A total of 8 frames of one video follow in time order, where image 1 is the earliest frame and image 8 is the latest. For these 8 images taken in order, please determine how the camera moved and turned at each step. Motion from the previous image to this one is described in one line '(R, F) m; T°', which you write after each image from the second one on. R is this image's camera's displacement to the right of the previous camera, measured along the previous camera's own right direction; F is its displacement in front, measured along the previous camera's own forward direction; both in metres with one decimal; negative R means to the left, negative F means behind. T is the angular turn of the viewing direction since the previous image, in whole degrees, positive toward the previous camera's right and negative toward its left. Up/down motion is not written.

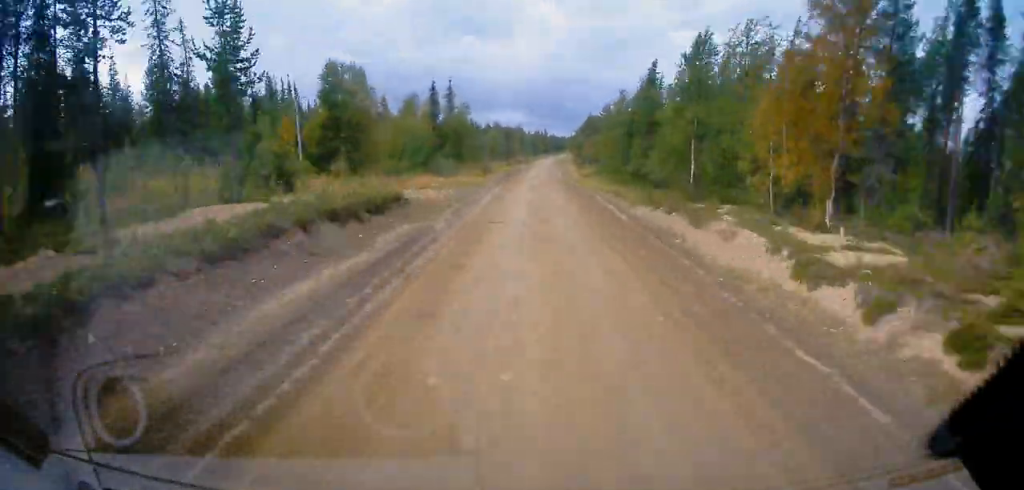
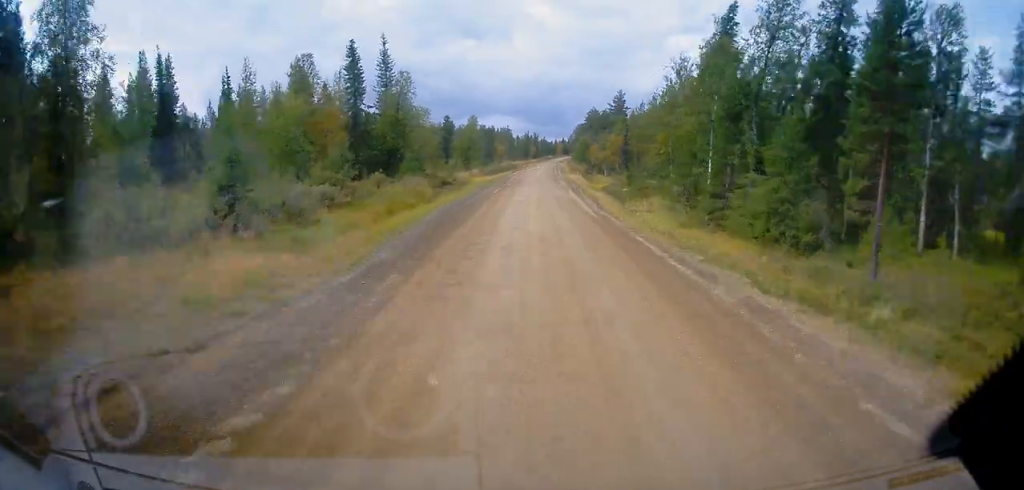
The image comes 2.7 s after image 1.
(+0.7, +33.4) m; +2°
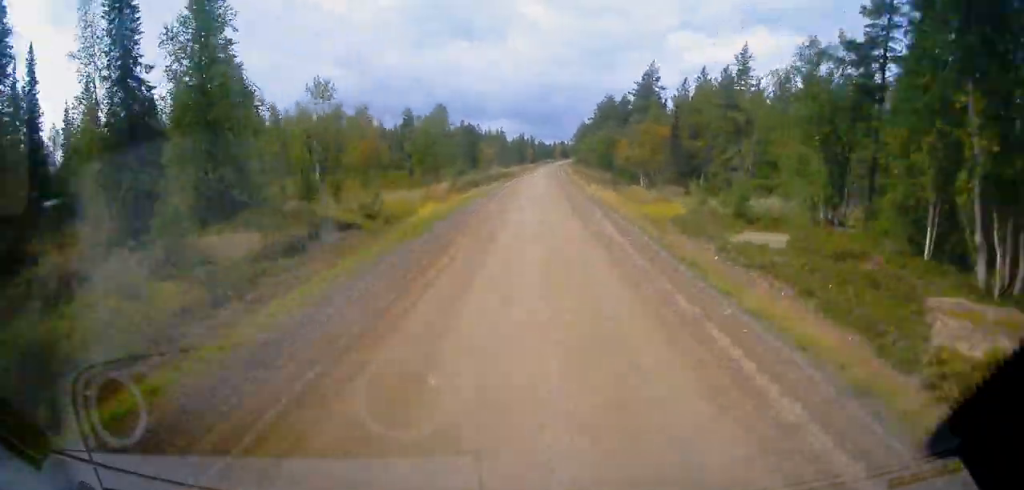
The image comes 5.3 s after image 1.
(+0.5, +31.3) m; +1°
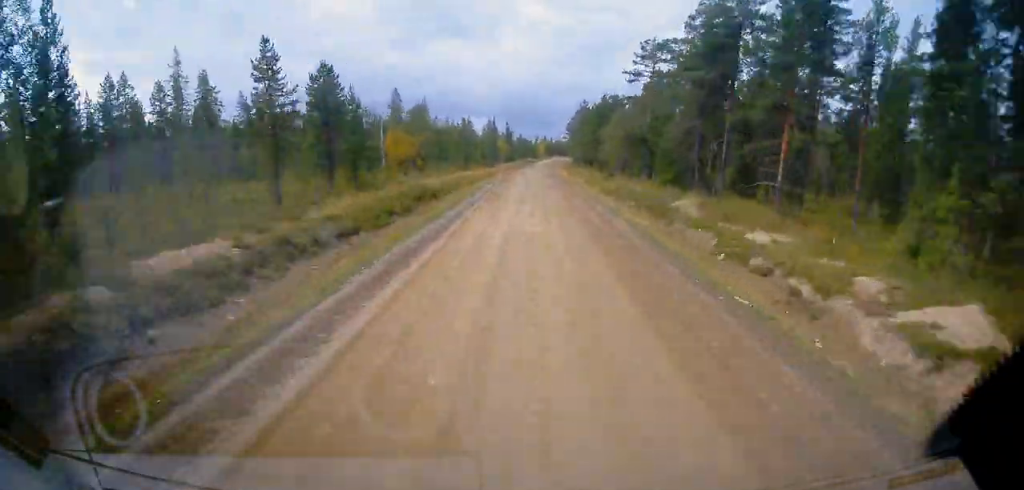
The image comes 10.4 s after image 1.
(+0.3, +62.5) m; +1°
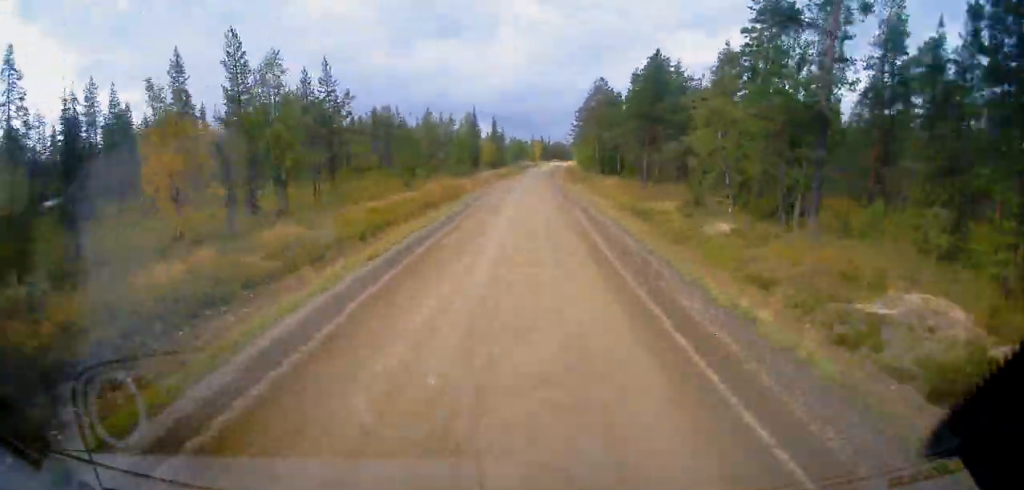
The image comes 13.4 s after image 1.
(+0.3, +36.1) m; +1°
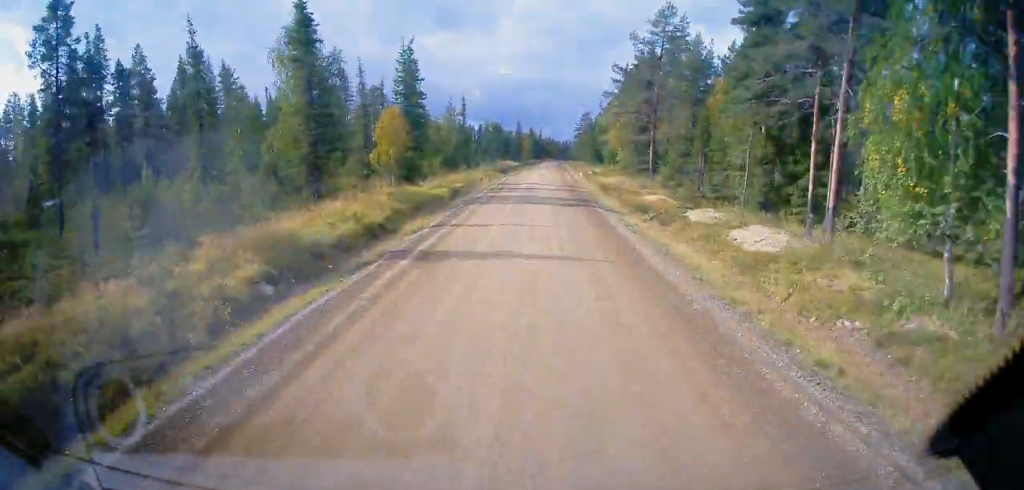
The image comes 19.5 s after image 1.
(+1.3, +73.8) m; +1°
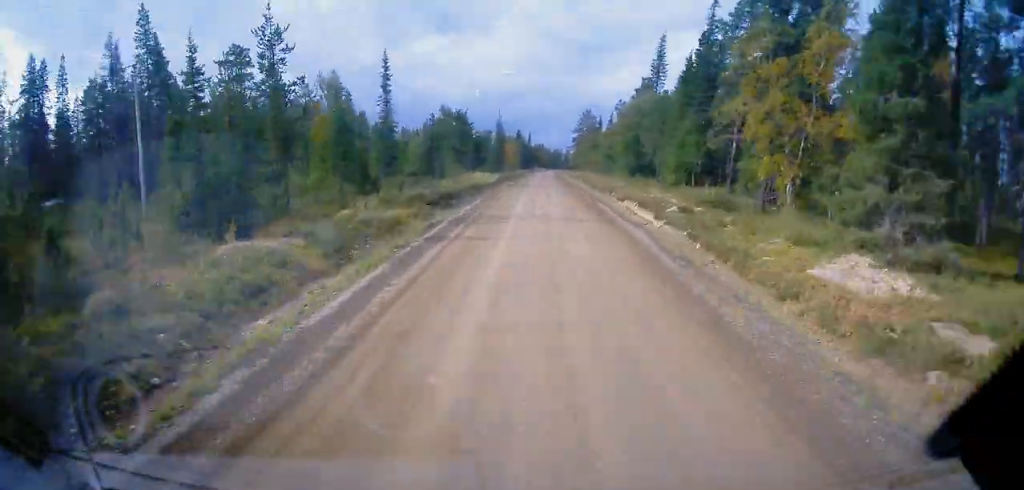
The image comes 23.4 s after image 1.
(0.0, +46.5) m; +1°
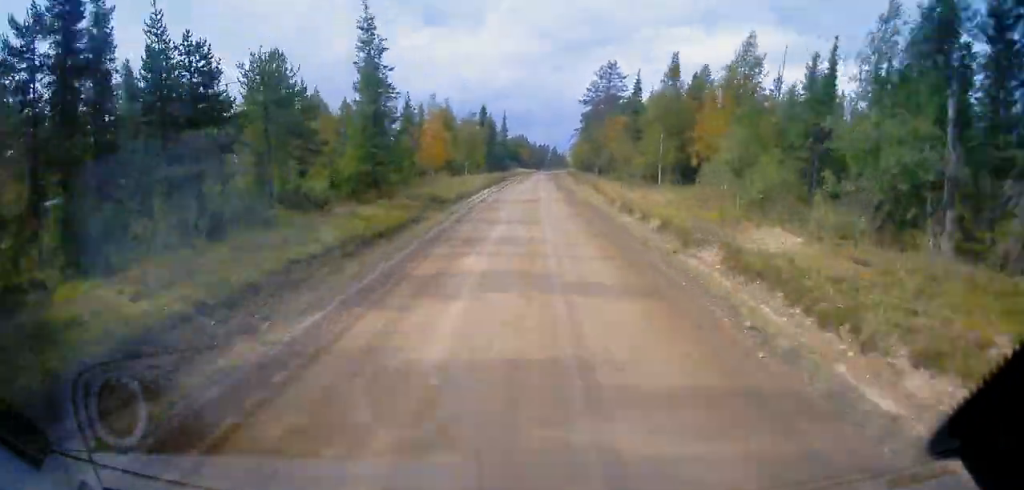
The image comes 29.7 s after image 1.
(+1.2, +75.4) m; +2°
